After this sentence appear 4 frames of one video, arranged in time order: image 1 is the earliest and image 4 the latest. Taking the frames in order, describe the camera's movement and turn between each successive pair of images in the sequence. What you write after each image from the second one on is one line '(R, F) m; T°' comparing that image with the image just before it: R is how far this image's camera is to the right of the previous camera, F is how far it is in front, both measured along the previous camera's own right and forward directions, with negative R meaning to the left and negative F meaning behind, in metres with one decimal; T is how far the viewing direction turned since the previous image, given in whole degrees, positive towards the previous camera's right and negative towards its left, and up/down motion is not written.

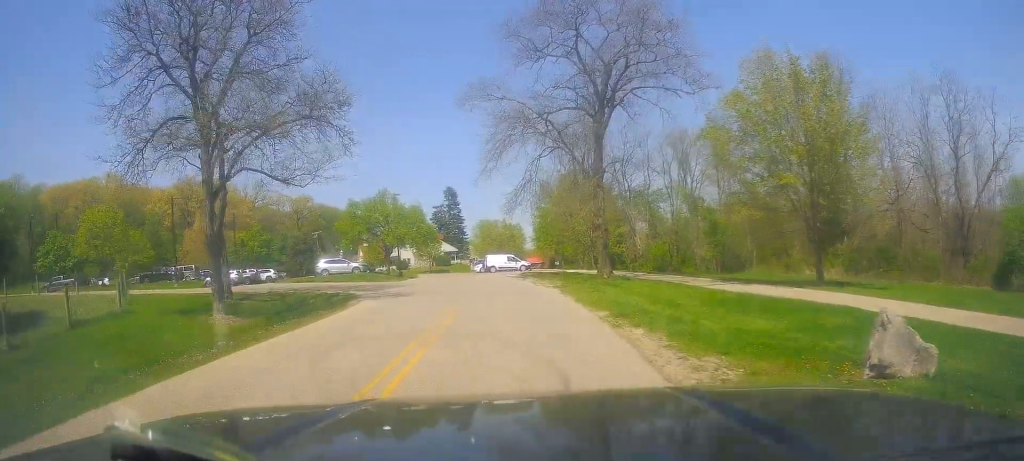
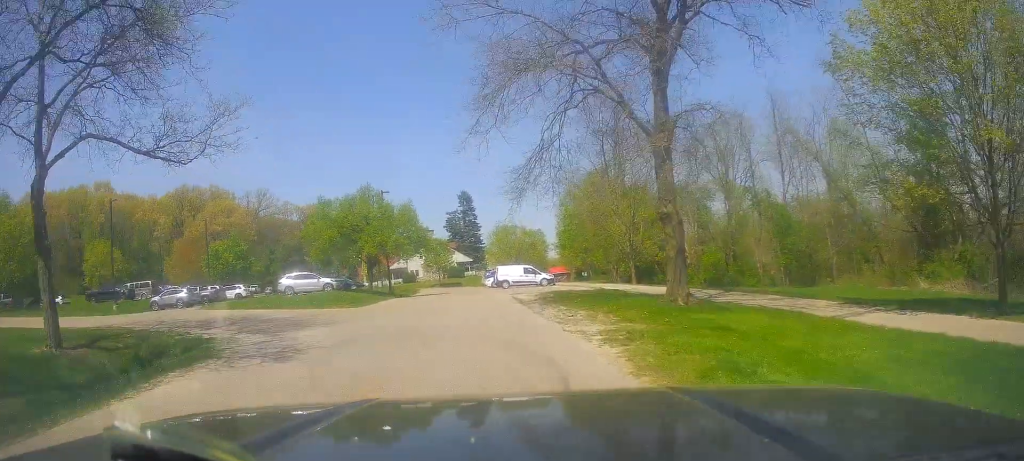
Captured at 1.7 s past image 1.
(0.0, +13.0) m; -2°
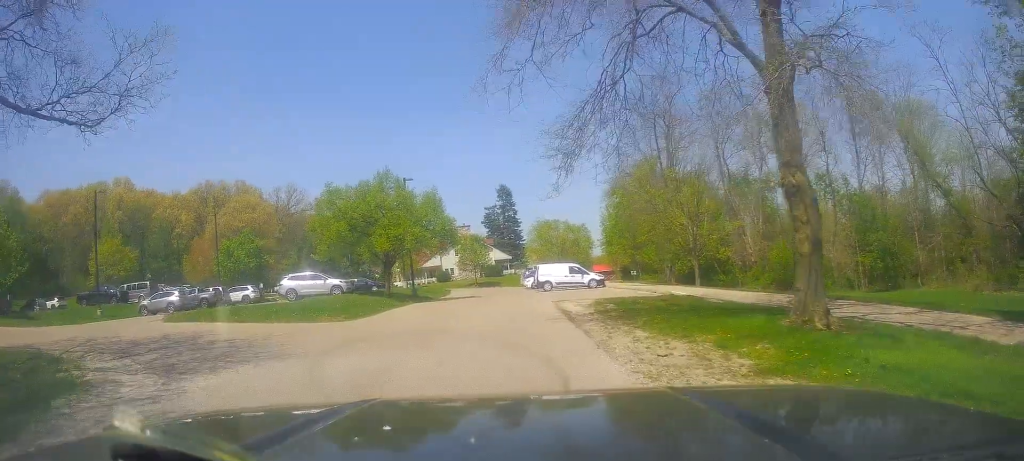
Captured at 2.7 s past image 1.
(-0.3, +7.0) m; -5°
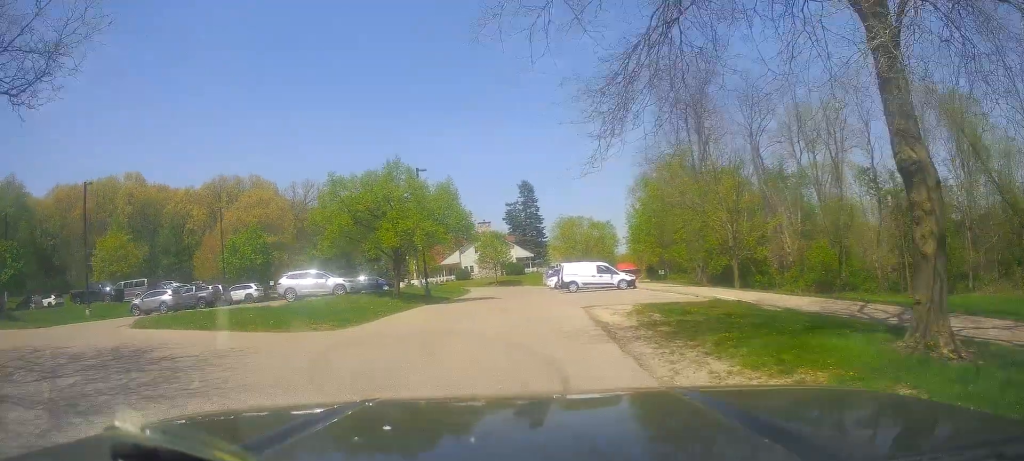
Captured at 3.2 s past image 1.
(-0.2, +3.8) m; -2°
